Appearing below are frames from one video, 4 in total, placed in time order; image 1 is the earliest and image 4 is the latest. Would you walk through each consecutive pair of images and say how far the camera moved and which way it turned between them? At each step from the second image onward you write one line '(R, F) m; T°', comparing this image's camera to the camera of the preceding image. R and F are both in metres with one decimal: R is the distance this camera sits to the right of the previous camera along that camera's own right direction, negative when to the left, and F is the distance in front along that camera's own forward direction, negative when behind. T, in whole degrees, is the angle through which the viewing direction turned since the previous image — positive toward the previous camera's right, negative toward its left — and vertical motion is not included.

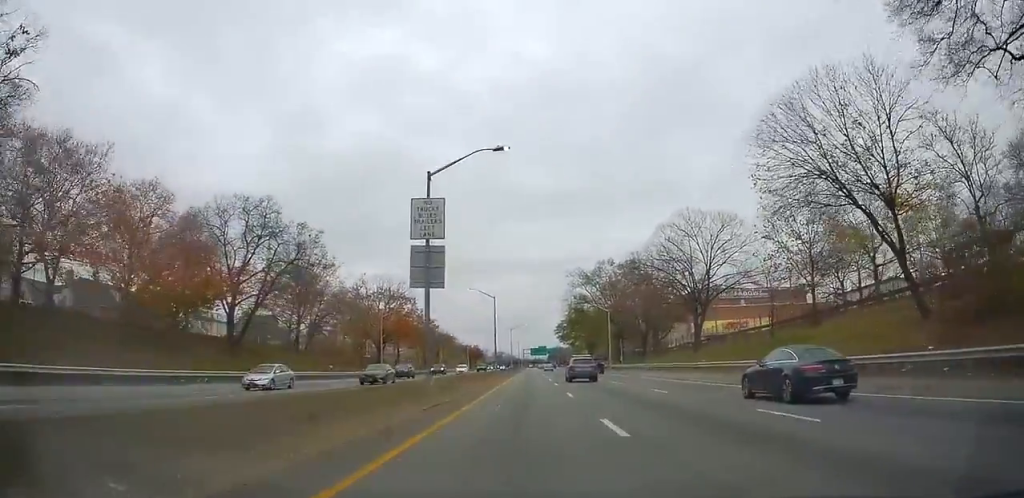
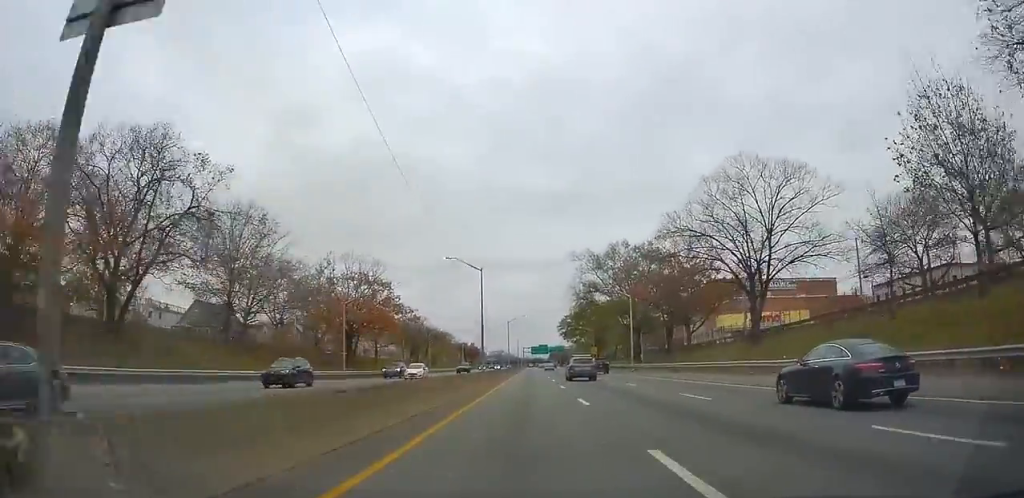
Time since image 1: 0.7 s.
(0.0, +16.8) m; -1°
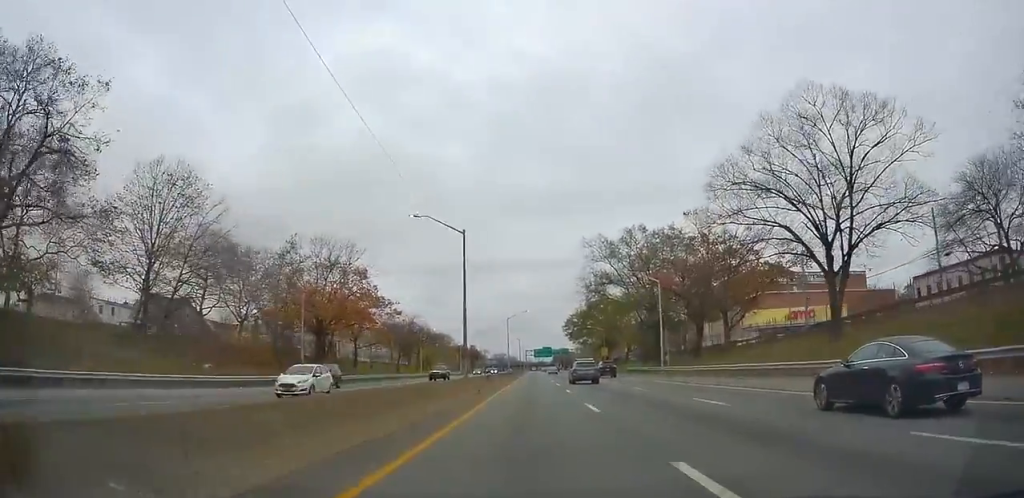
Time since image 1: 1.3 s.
(-0.1, +13.0) m; 0°
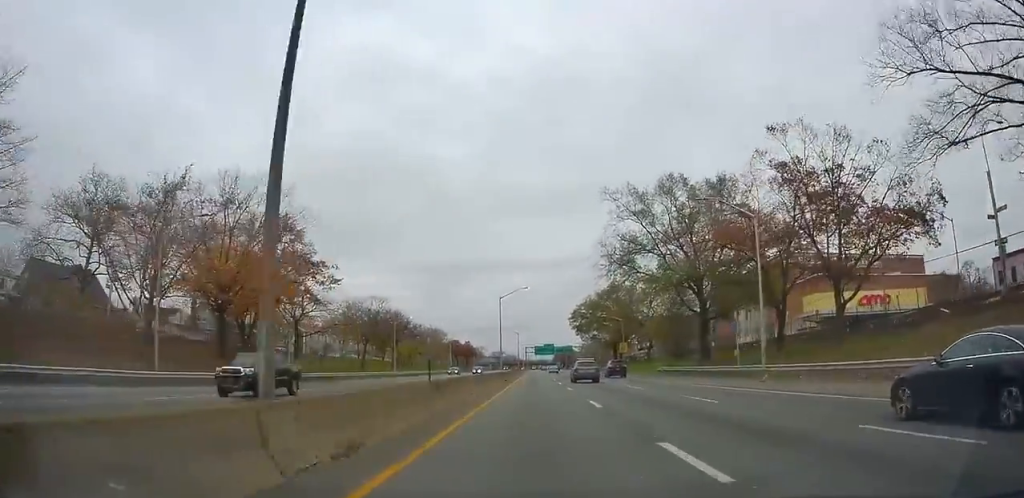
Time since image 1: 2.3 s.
(-0.1, +22.3) m; +1°
